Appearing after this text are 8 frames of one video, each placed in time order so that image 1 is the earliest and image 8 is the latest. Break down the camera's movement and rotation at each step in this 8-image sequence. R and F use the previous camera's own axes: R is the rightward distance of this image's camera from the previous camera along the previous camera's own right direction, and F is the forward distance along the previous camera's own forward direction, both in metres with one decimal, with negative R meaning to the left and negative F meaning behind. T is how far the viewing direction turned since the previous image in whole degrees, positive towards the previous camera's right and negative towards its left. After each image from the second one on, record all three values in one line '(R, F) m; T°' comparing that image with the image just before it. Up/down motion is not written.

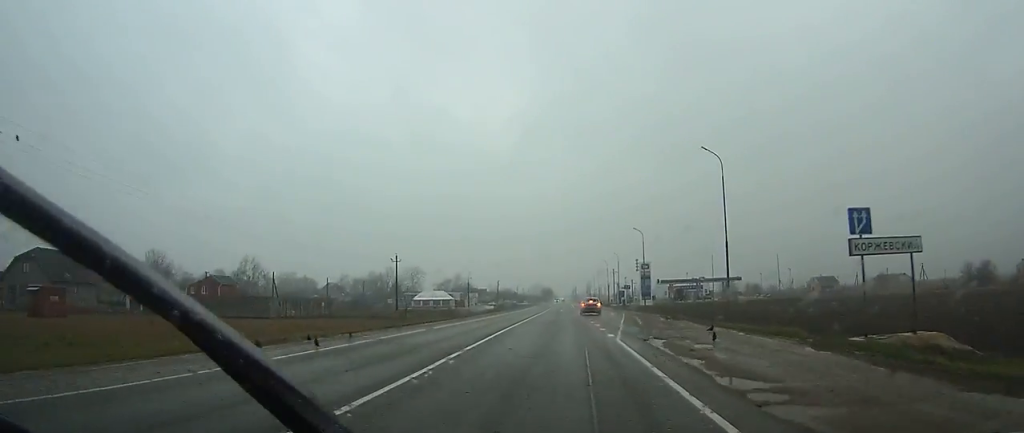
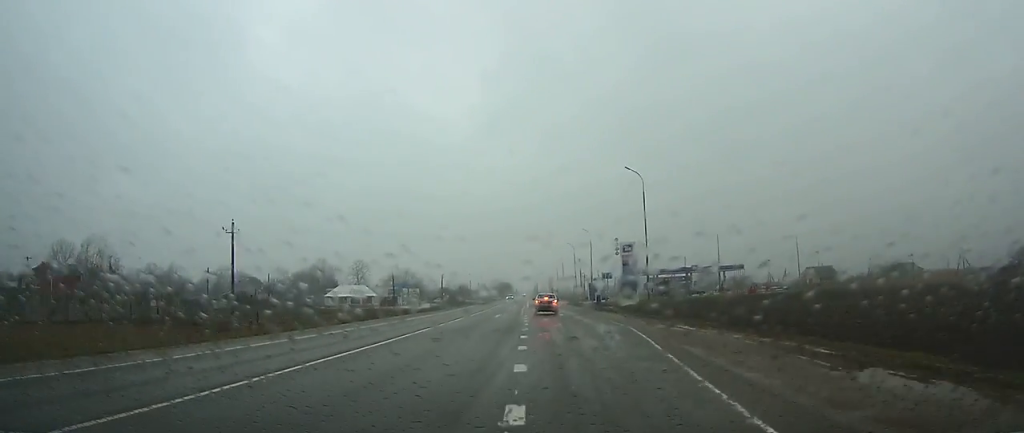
(+0.6, +31.0) m; +1°
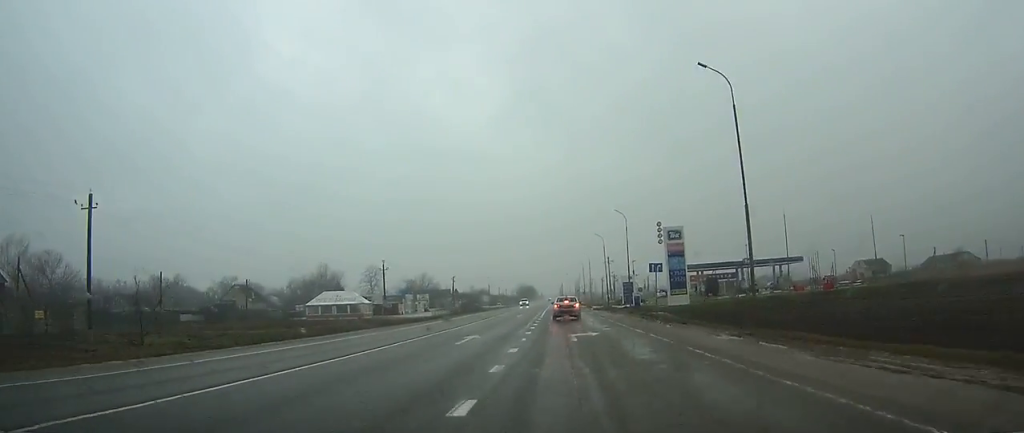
(-0.2, +17.4) m; -1°
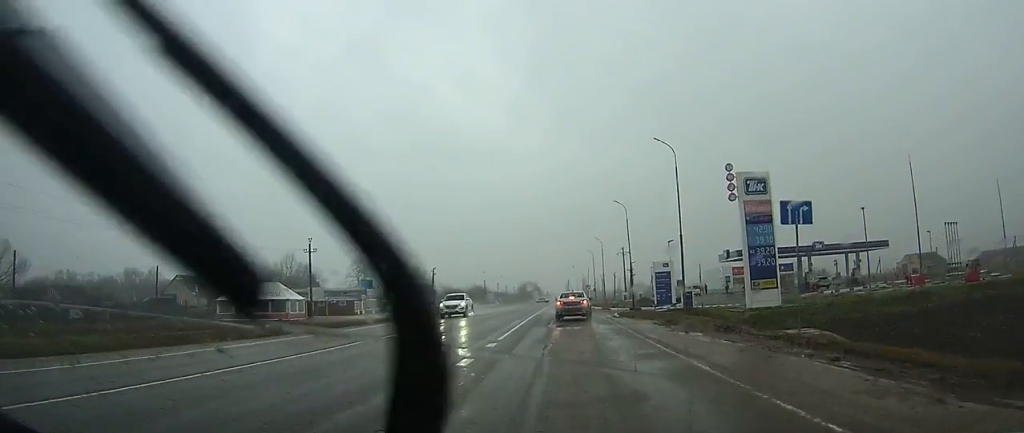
(-0.2, +25.4) m; -1°
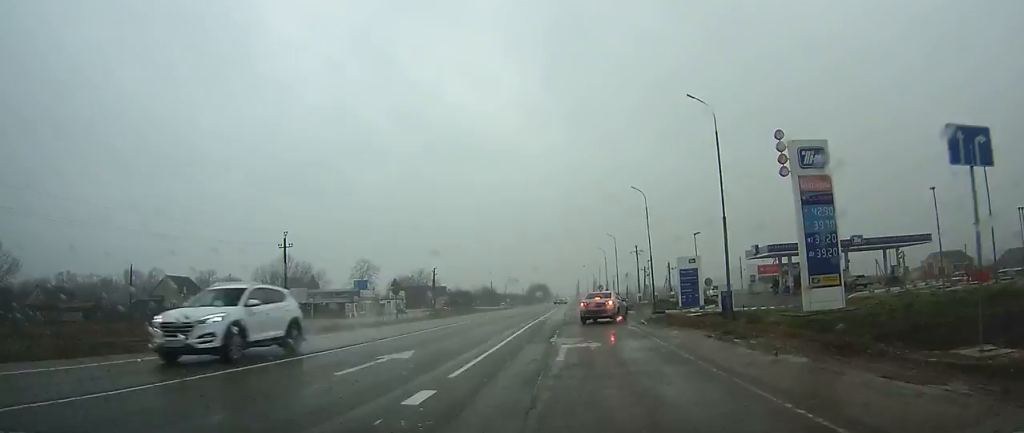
(0.0, +7.0) m; +1°
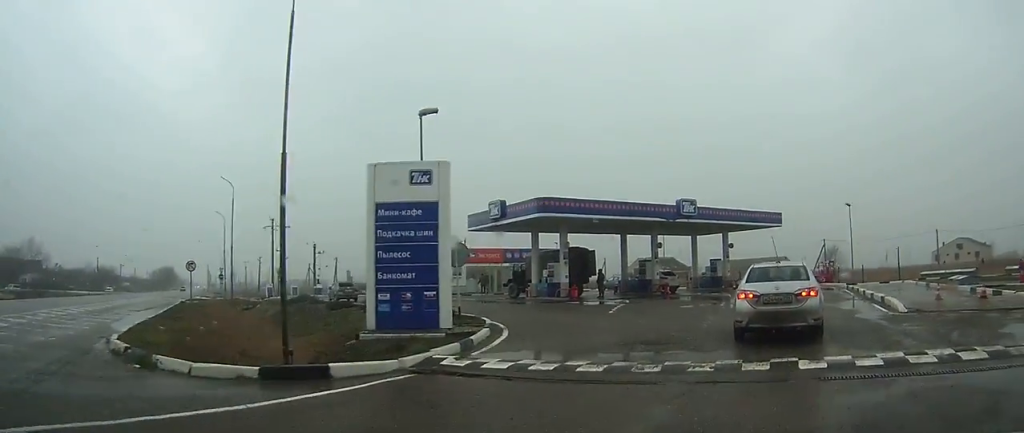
(+6.2, +29.3) m; +44°
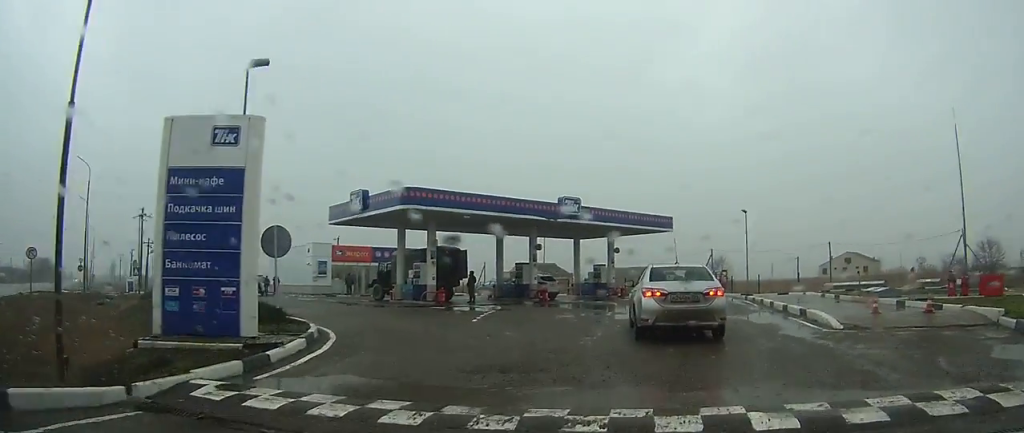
(+0.6, +3.6) m; +11°
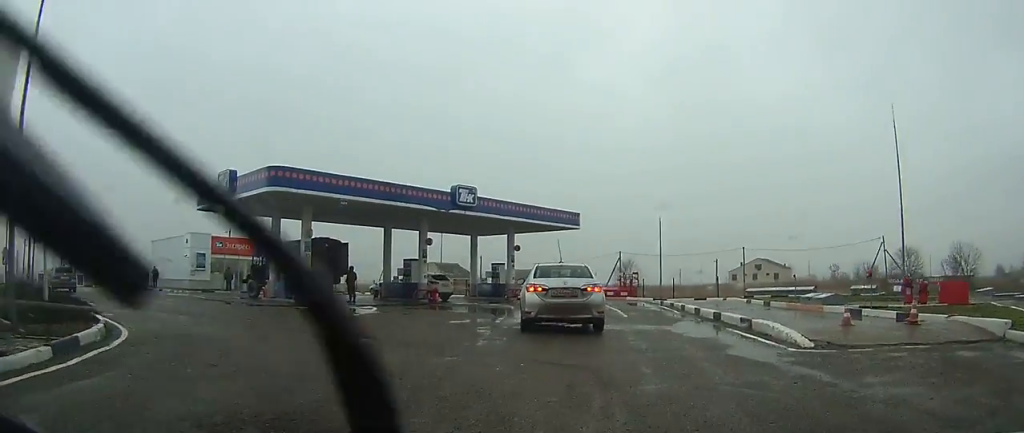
(+0.5, +4.1) m; +7°
